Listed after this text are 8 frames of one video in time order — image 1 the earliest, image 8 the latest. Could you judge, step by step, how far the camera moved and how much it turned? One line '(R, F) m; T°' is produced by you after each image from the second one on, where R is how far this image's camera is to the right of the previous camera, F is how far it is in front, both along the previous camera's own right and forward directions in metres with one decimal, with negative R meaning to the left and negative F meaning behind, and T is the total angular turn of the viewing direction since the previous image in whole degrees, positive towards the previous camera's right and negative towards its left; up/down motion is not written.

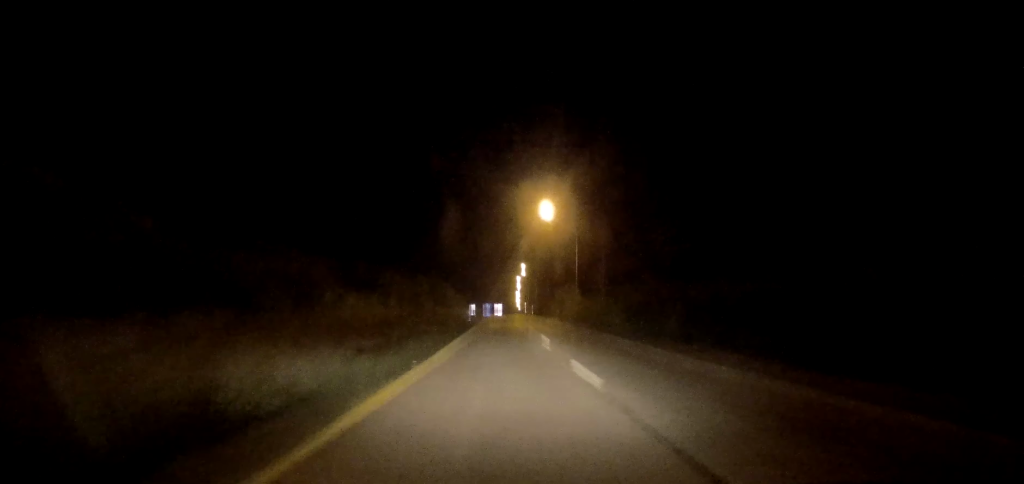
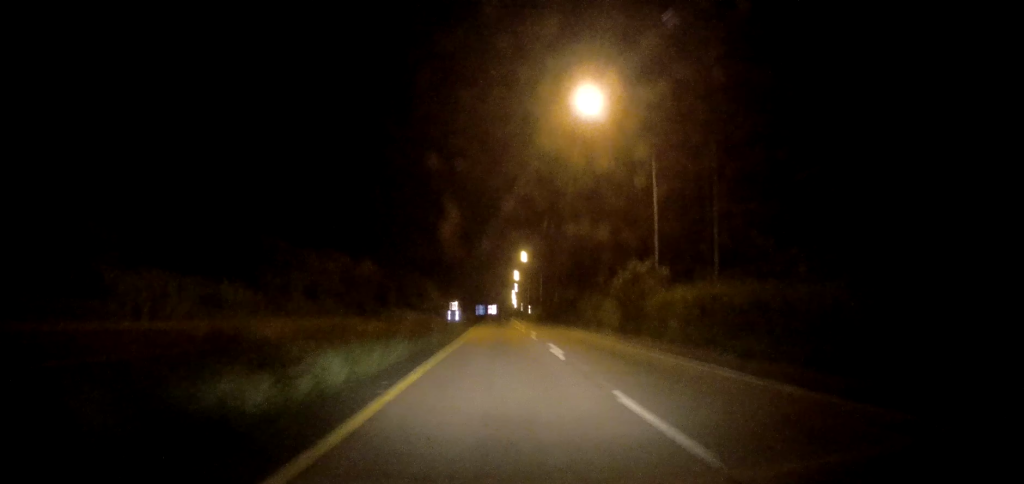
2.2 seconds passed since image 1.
(+0.3, +41.1) m; 0°
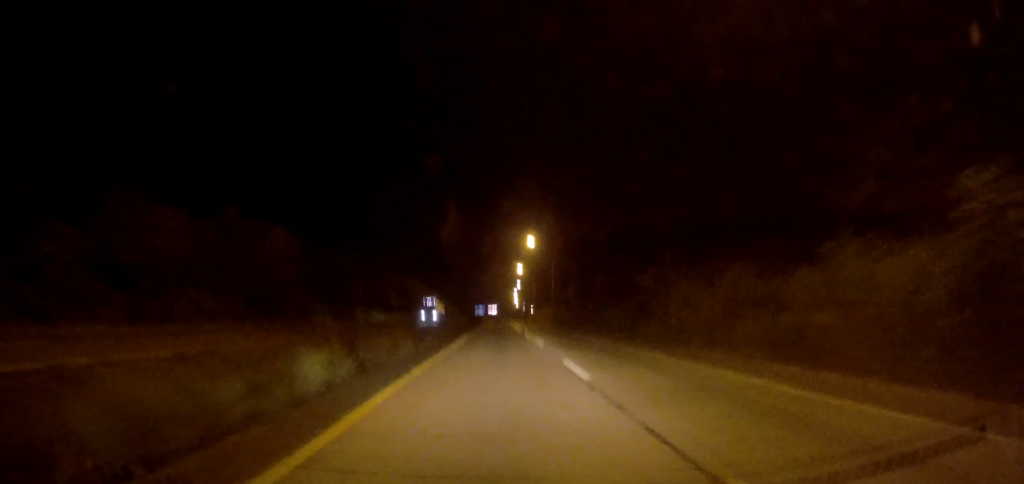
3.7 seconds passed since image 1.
(0.0, +28.6) m; 0°
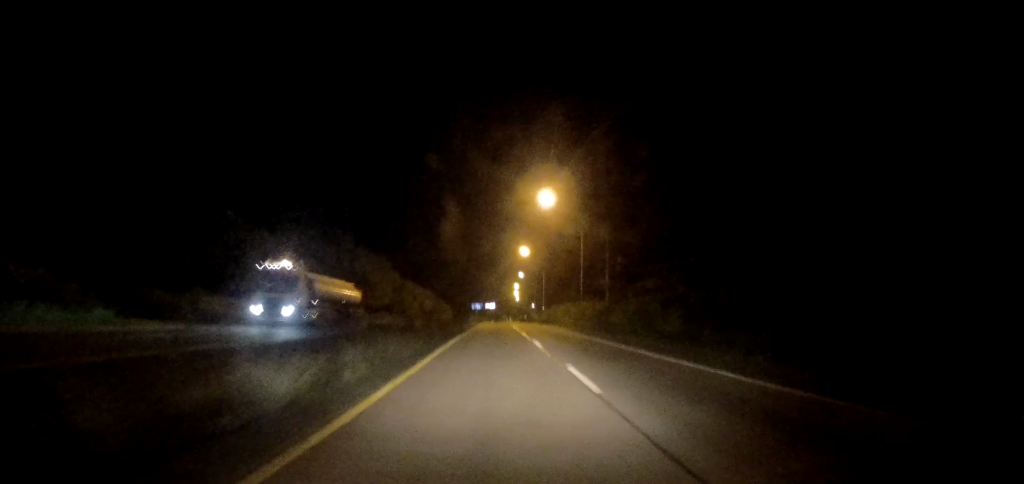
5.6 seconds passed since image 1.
(-0.2, +36.8) m; 0°
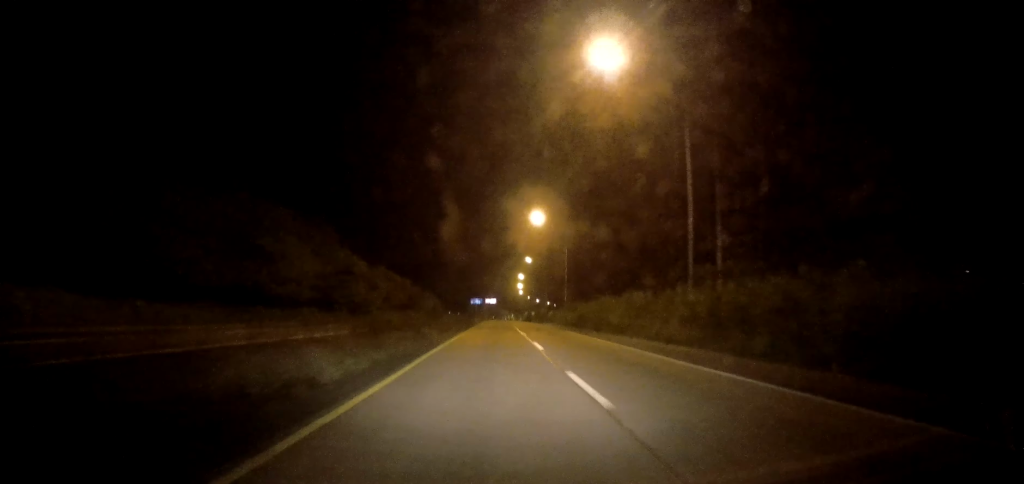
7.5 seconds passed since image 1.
(+0.1, +37.4) m; 0°
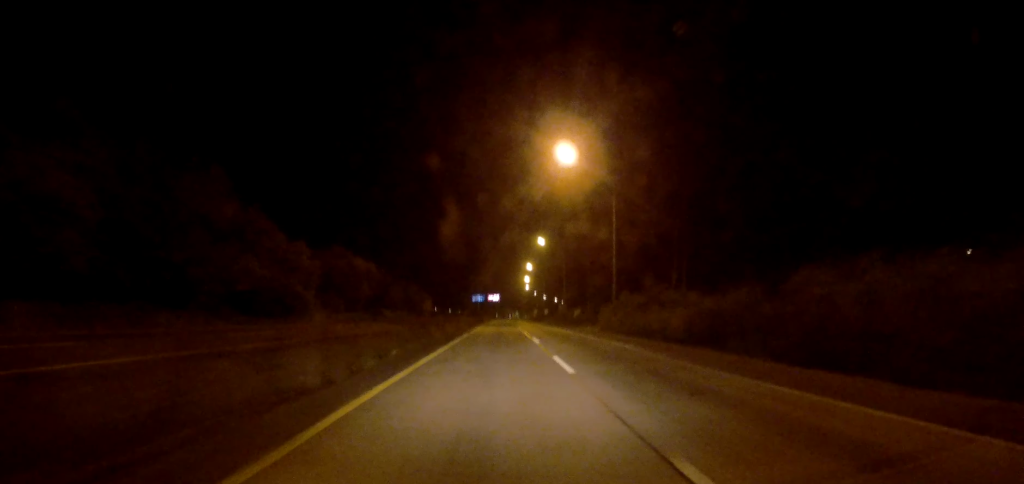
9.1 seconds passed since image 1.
(0.0, +31.3) m; 0°
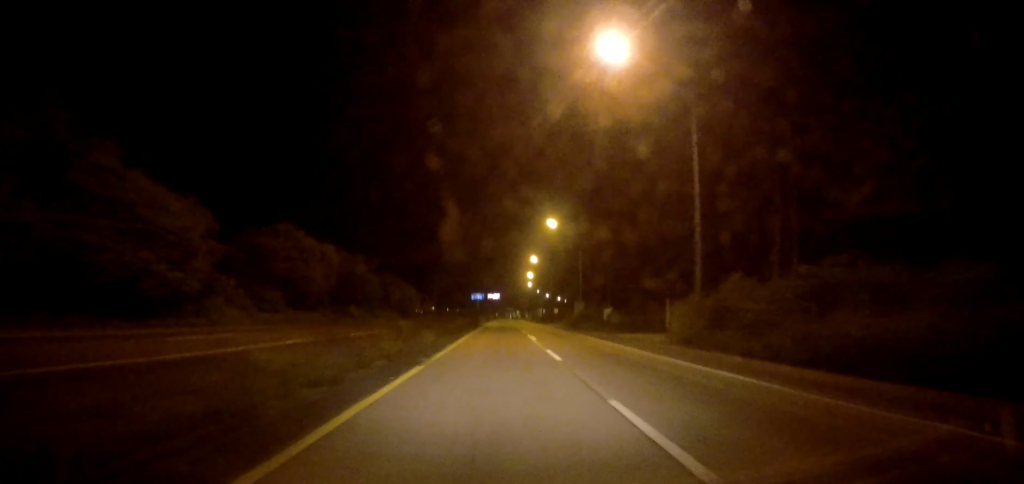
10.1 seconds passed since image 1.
(+0.1, +20.0) m; -1°
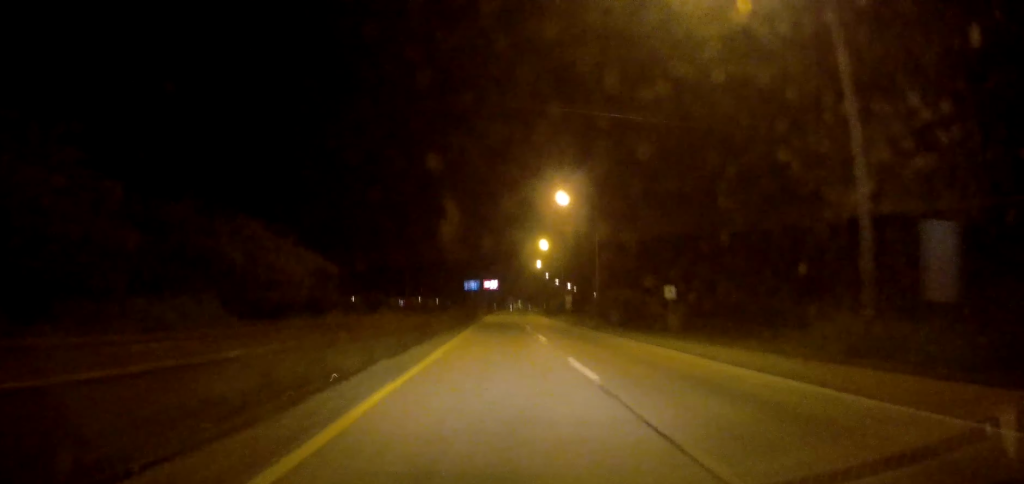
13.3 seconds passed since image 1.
(-0.9, +63.9) m; 0°
